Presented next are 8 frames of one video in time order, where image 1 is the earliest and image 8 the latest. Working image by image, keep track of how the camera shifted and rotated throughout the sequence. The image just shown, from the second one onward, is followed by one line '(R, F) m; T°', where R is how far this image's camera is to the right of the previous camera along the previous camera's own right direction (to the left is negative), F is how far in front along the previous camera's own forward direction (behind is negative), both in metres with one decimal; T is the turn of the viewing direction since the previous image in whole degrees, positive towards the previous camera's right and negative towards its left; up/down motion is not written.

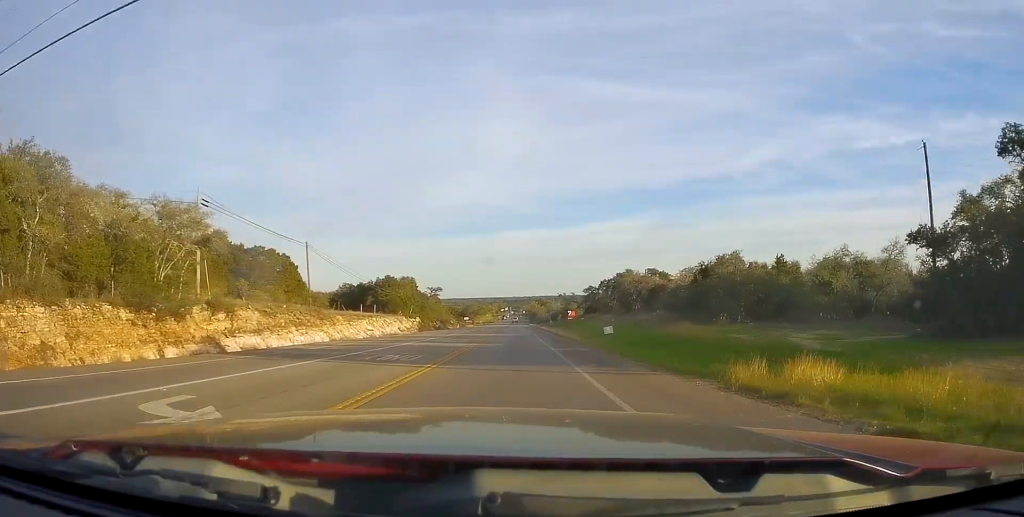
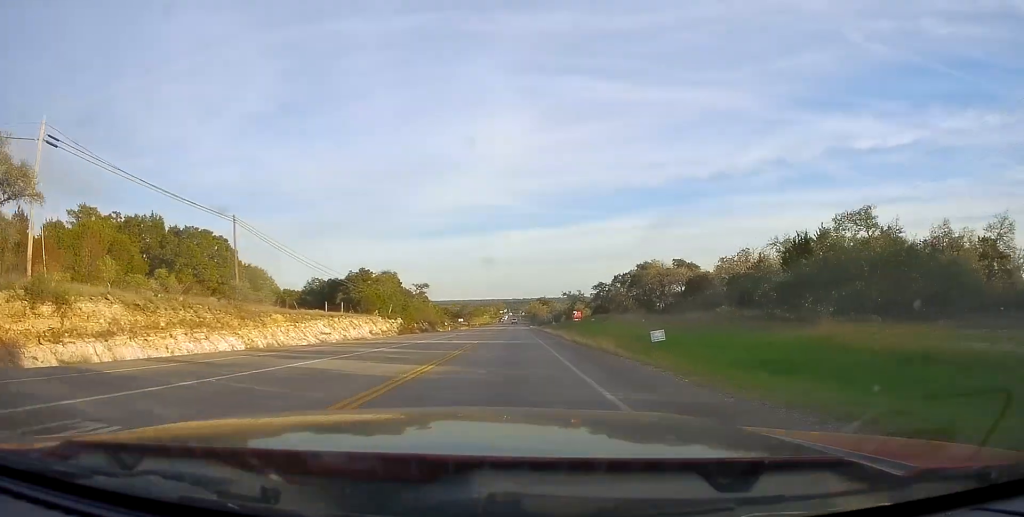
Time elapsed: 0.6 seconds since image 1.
(+0.1, +15.4) m; +1°
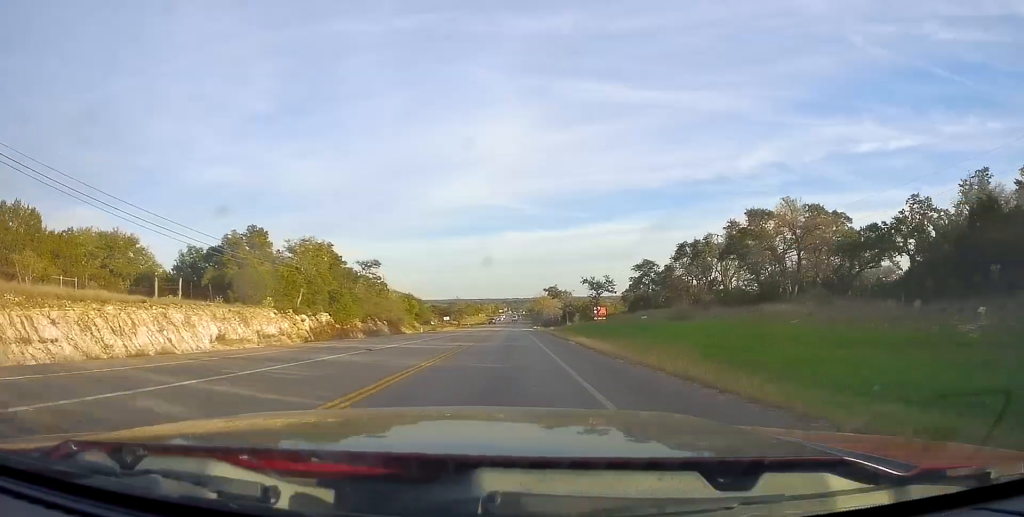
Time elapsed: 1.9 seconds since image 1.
(+0.4, +35.2) m; 0°
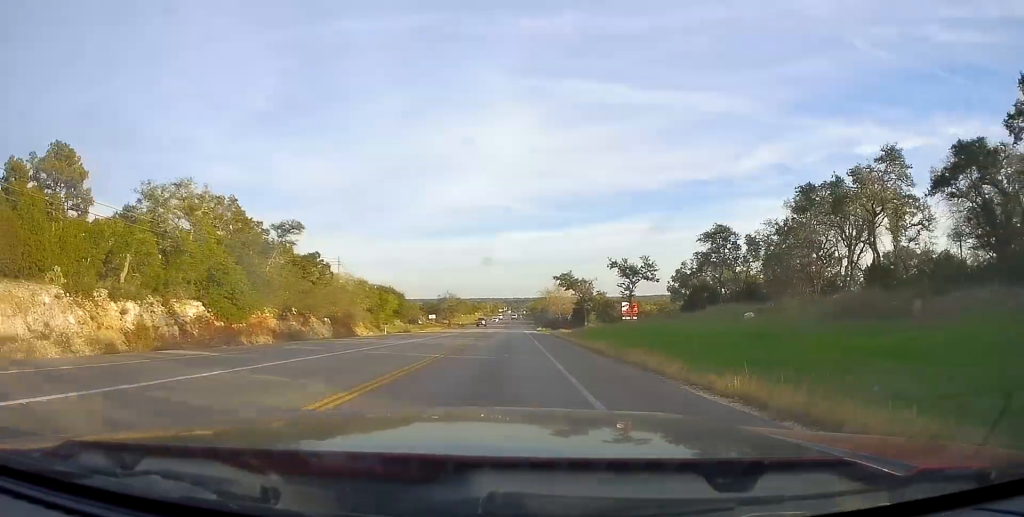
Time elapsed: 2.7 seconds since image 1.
(-0.4, +23.9) m; -1°
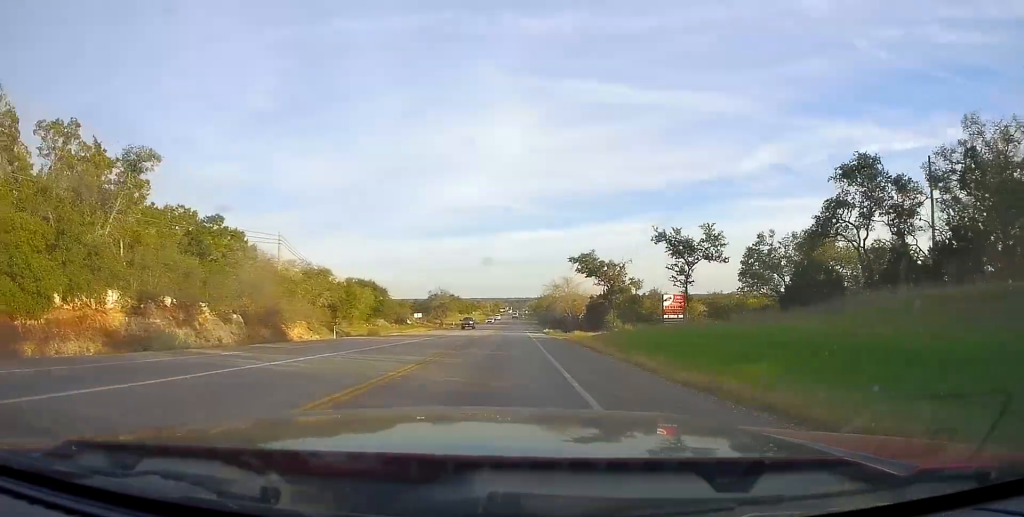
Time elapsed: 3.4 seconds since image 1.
(-0.2, +18.5) m; 0°
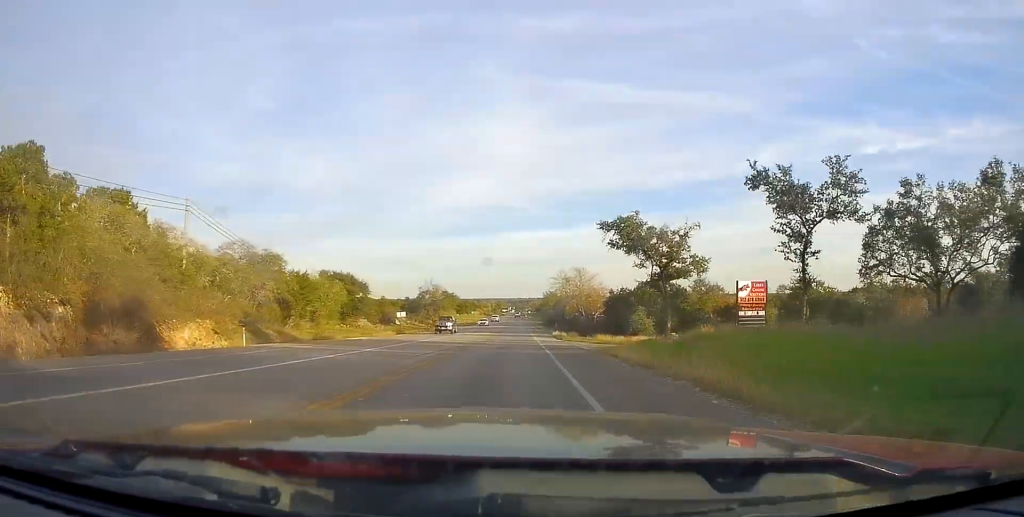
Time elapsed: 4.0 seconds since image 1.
(+0.1, +16.2) m; 0°
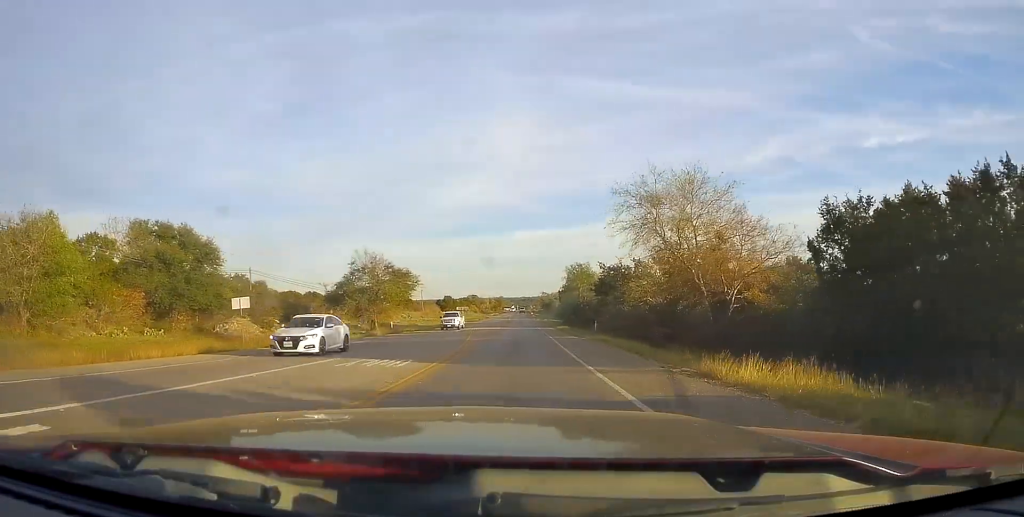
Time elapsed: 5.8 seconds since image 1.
(-0.3, +50.4) m; 0°
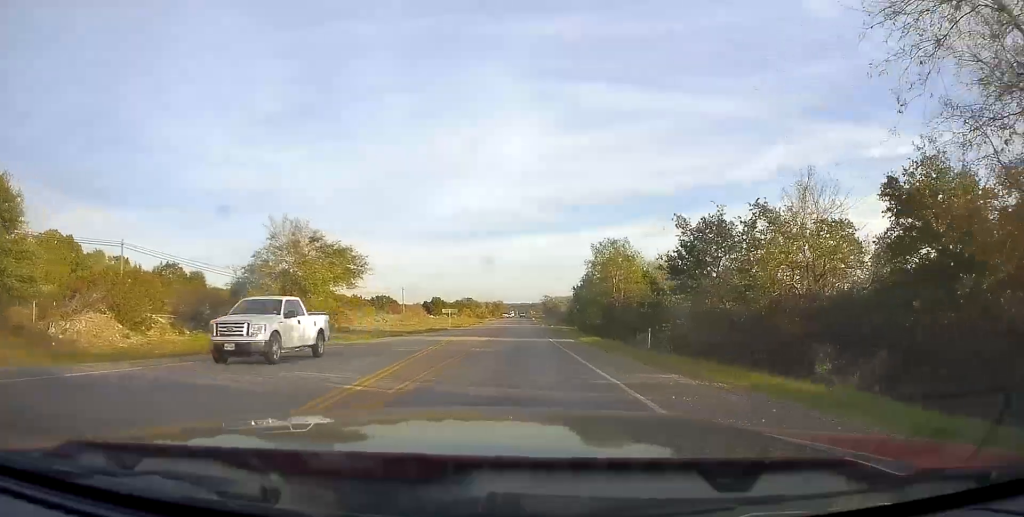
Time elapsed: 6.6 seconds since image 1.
(0.0, +23.3) m; 0°
